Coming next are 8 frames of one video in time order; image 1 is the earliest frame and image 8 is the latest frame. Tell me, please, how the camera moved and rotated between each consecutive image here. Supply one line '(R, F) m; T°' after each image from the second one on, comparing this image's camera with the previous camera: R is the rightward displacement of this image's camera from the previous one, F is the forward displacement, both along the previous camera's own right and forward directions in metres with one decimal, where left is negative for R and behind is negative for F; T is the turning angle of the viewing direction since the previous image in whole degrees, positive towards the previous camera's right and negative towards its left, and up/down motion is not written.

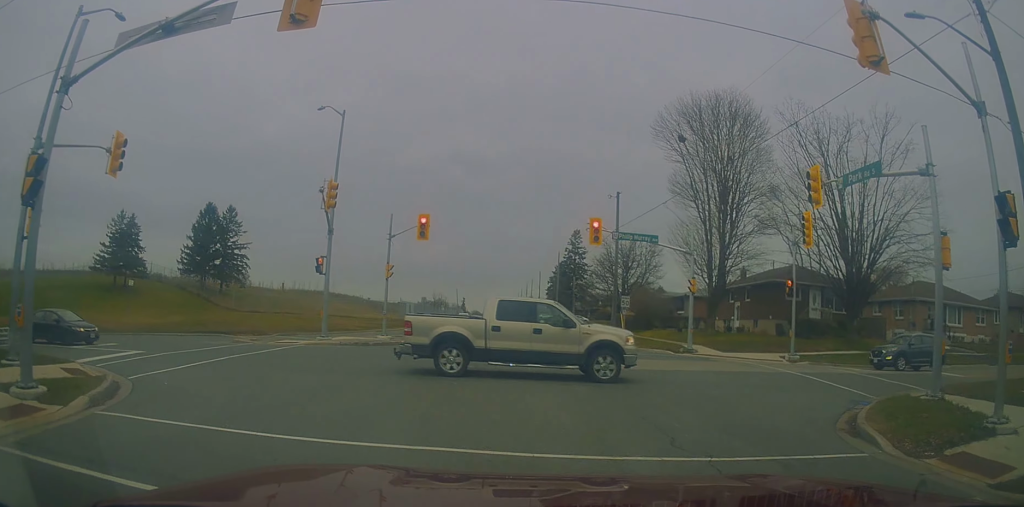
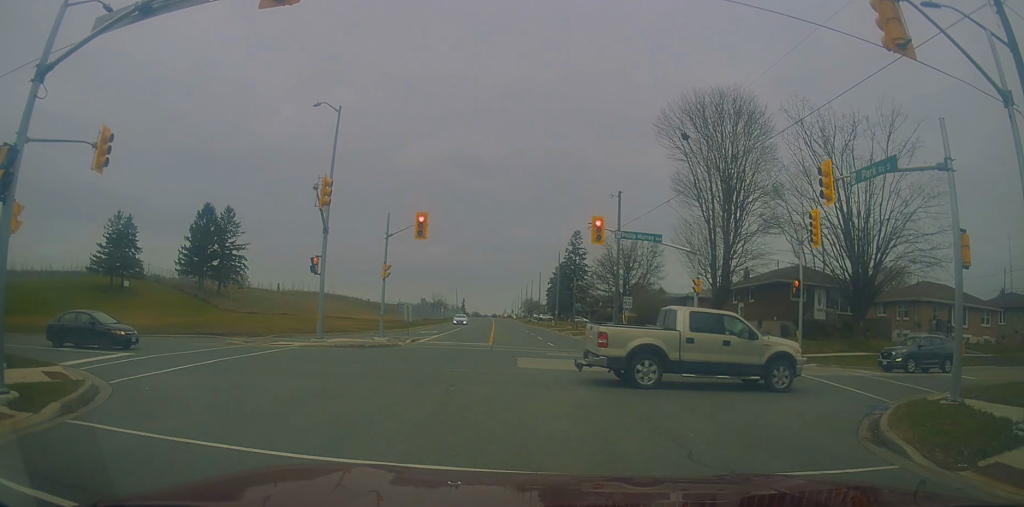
(0.0, +0.2) m; 0°
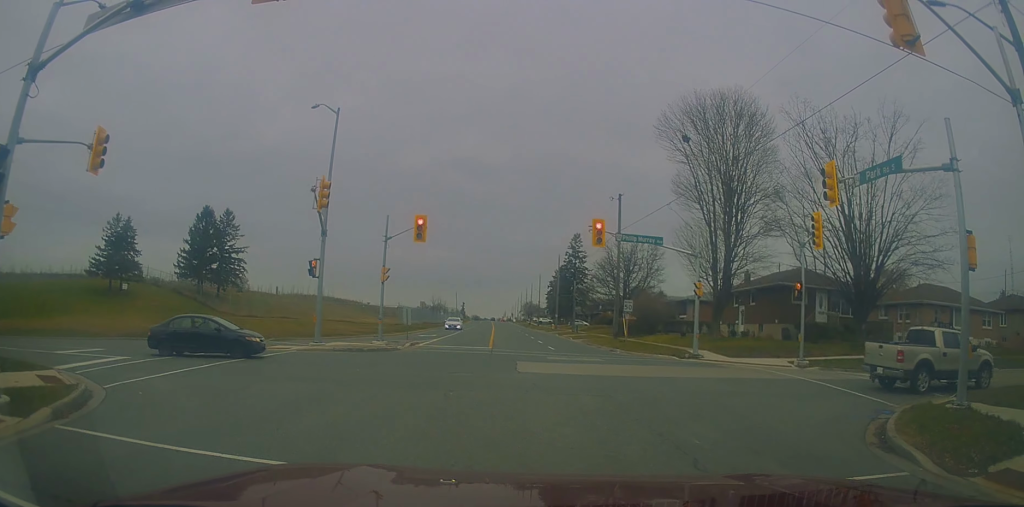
(+0.1, -0.2) m; 0°
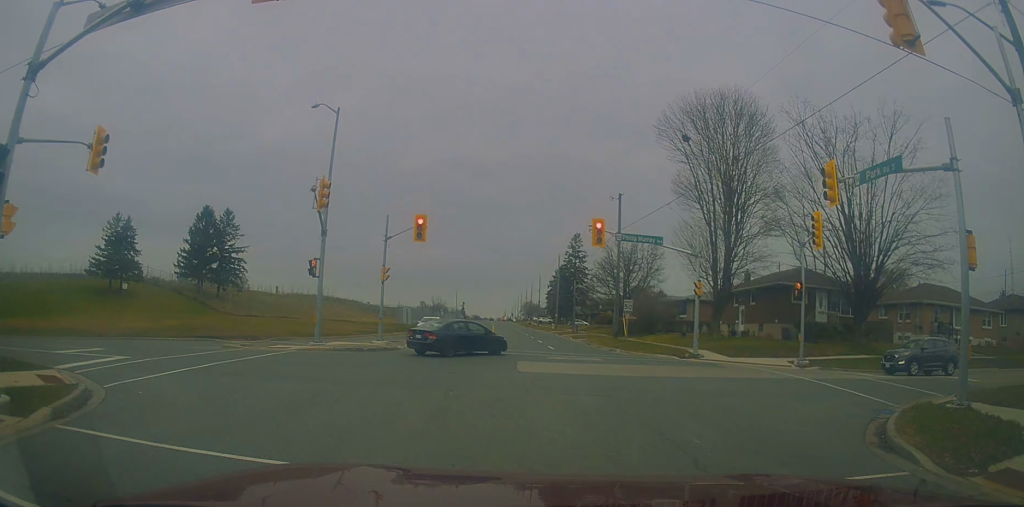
(+0.1, -0.1) m; 0°
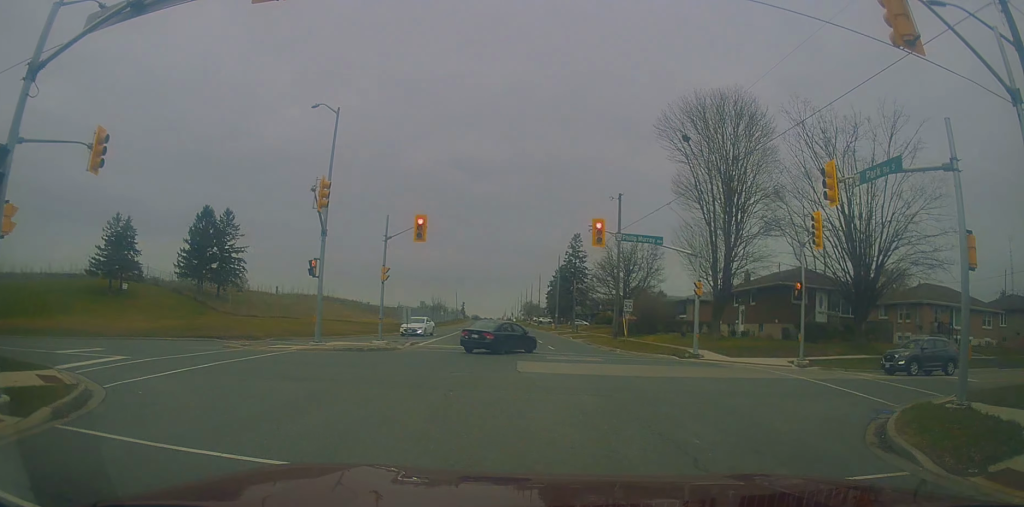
(0.0, 0.0) m; 0°
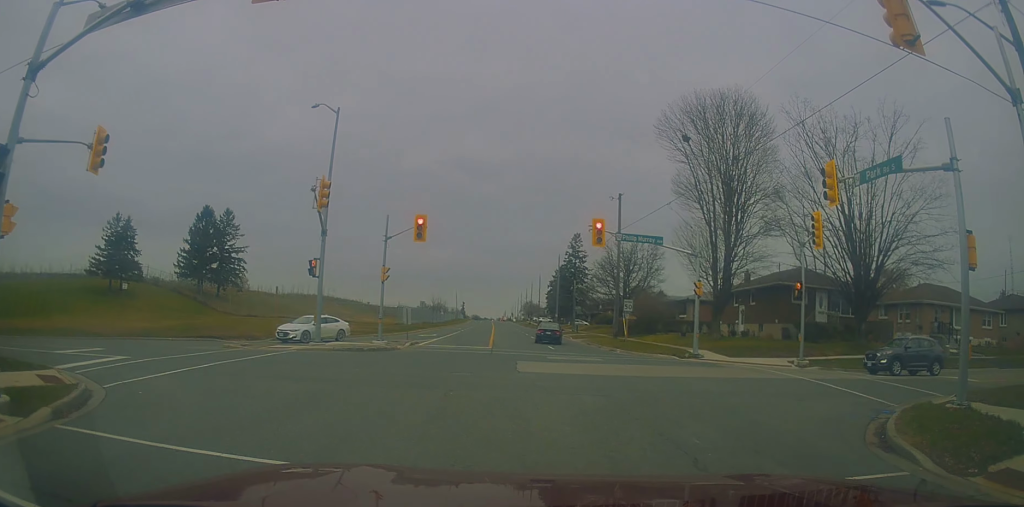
(0.0, 0.0) m; 0°
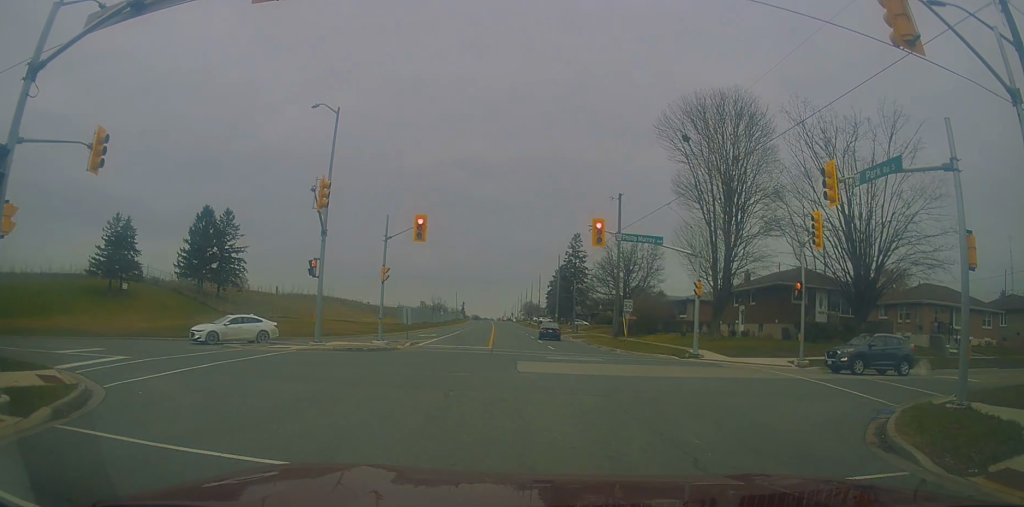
(0.0, 0.0) m; 0°
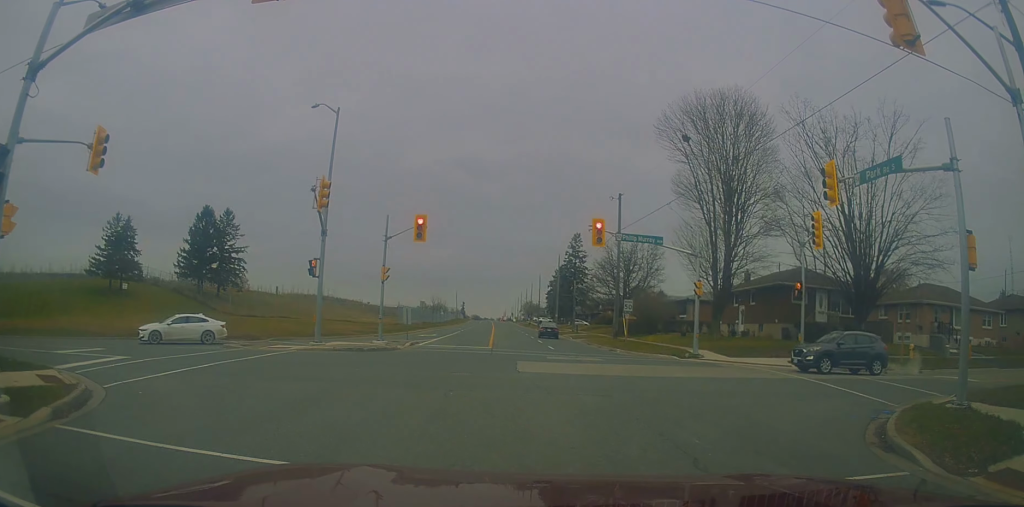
(0.0, 0.0) m; 0°
